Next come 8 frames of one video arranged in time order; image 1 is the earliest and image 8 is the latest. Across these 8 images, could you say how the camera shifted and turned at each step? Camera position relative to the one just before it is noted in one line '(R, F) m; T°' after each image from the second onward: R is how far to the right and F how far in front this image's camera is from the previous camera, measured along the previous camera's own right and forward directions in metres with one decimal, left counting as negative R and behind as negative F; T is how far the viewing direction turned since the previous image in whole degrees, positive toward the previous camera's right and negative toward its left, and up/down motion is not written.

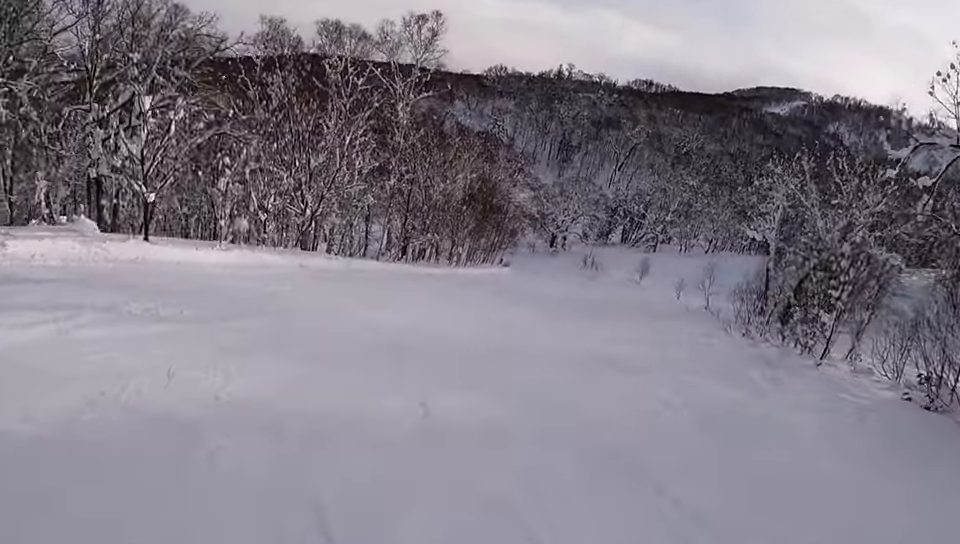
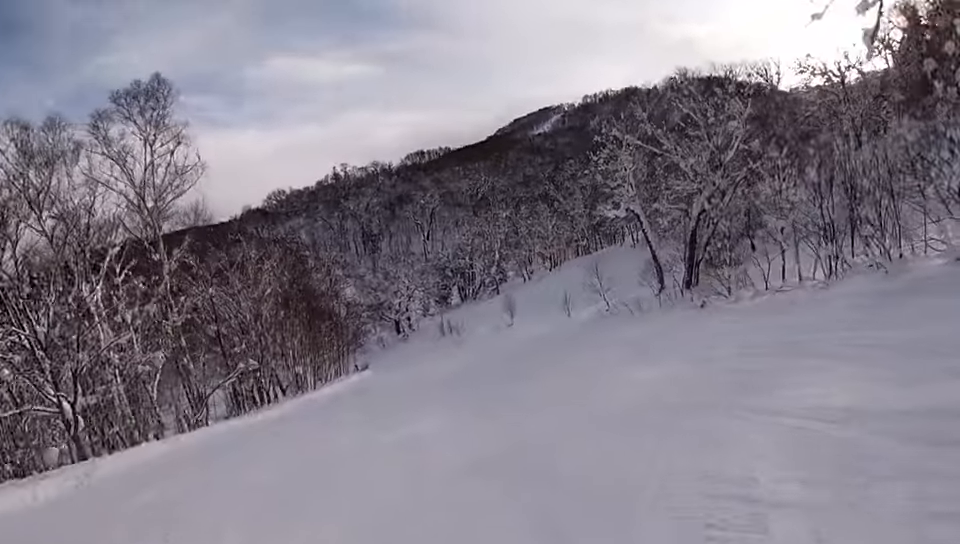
(+1.6, +11.4) m; +15°
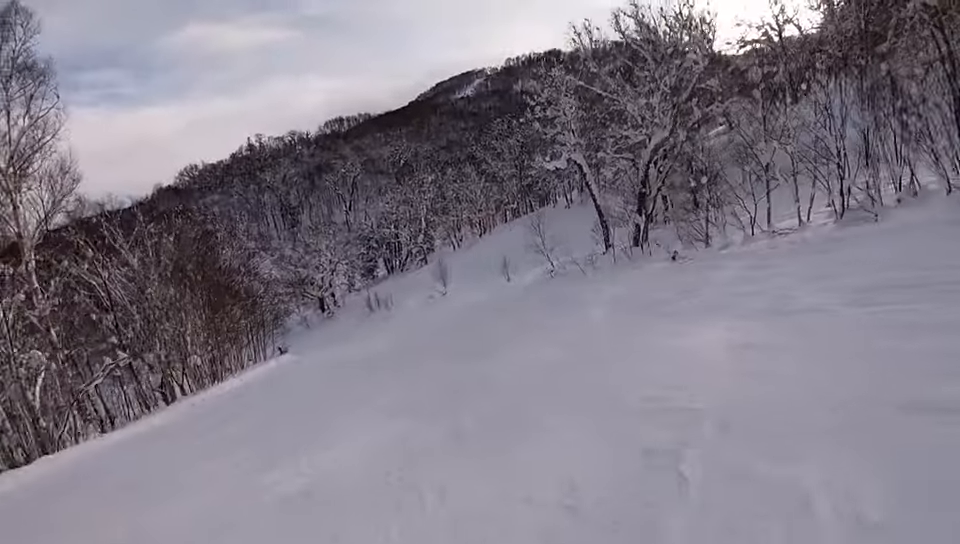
(+0.4, +4.4) m; 0°
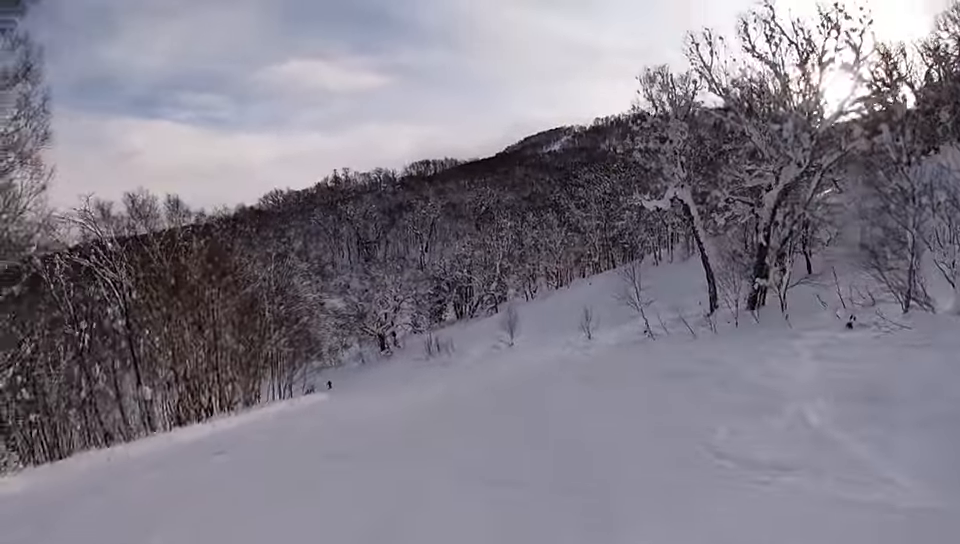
(0.0, +7.6) m; -5°
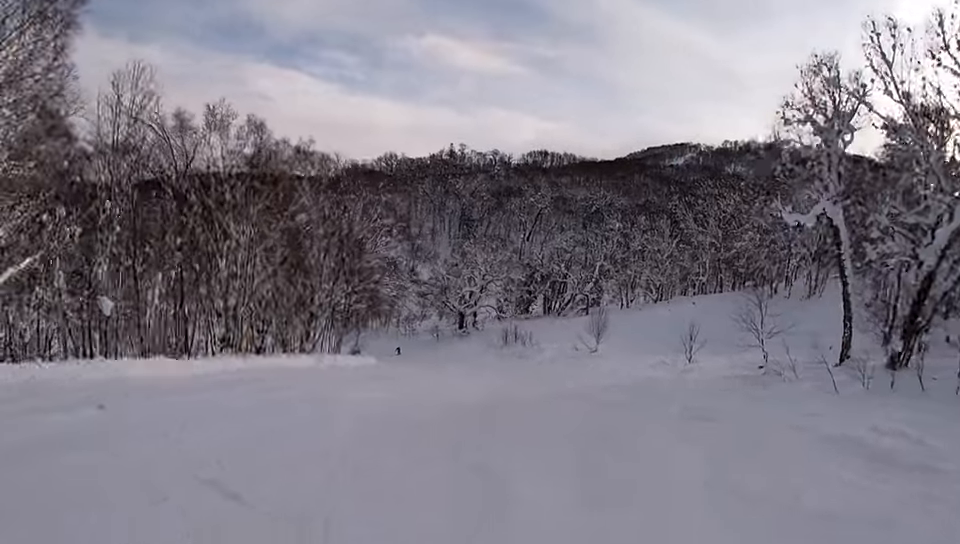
(-0.1, +5.0) m; -6°
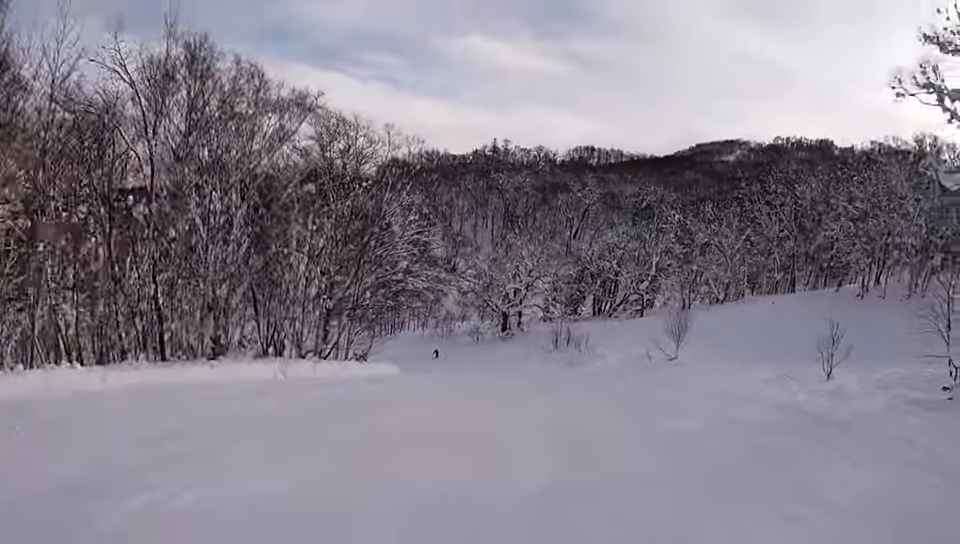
(-0.9, +8.6) m; +1°
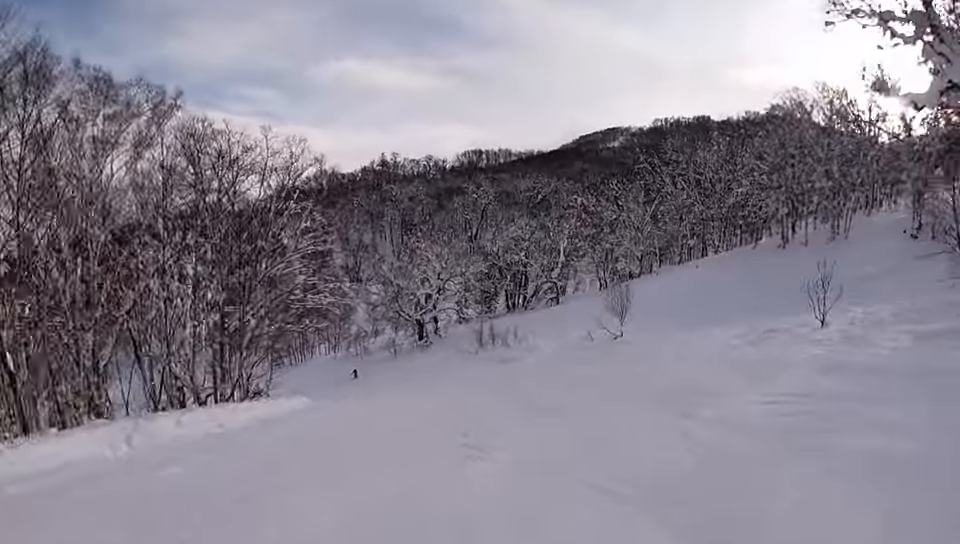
(+0.1, +4.4) m; +1°
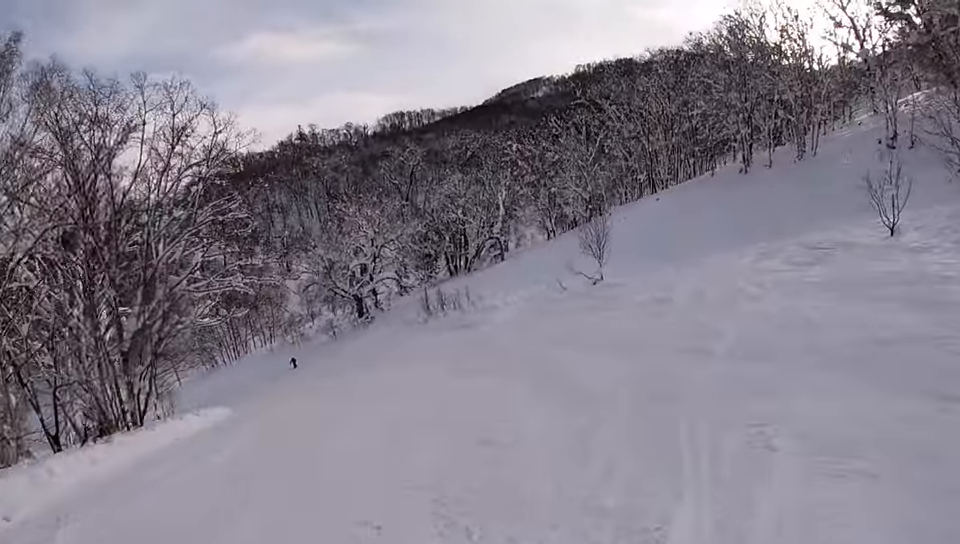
(+1.0, +5.9) m; +1°
